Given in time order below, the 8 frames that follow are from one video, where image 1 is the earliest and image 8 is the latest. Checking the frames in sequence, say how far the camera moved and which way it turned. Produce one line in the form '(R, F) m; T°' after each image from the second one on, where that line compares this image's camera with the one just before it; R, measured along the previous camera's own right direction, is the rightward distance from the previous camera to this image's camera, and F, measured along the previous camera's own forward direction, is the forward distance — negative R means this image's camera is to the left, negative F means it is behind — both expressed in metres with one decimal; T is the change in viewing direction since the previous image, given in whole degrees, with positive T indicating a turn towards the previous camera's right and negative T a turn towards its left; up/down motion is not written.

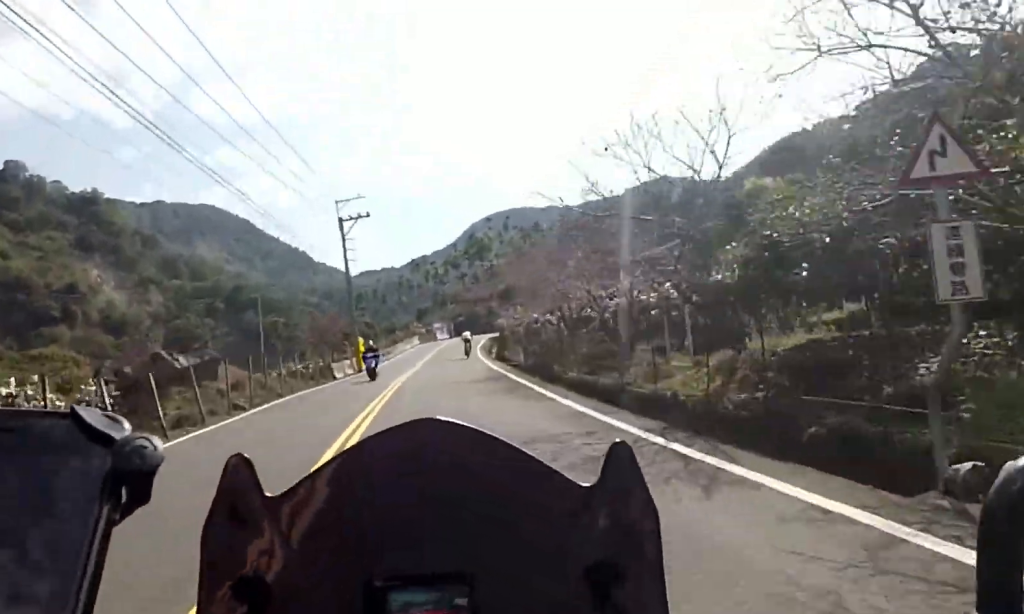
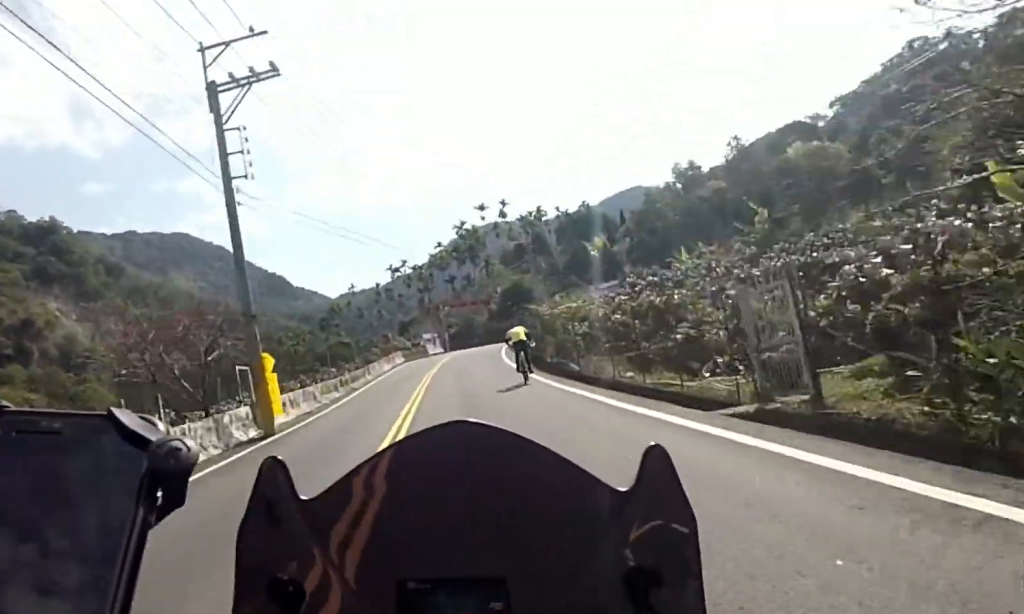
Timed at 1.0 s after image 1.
(-0.4, +17.0) m; +2°
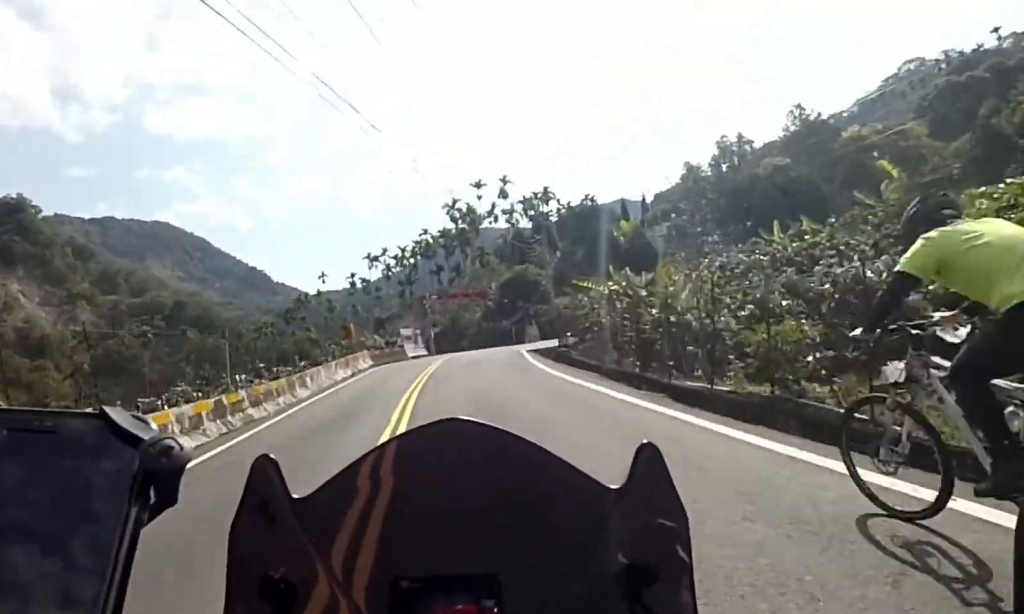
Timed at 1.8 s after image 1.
(+0.7, +12.3) m; +5°
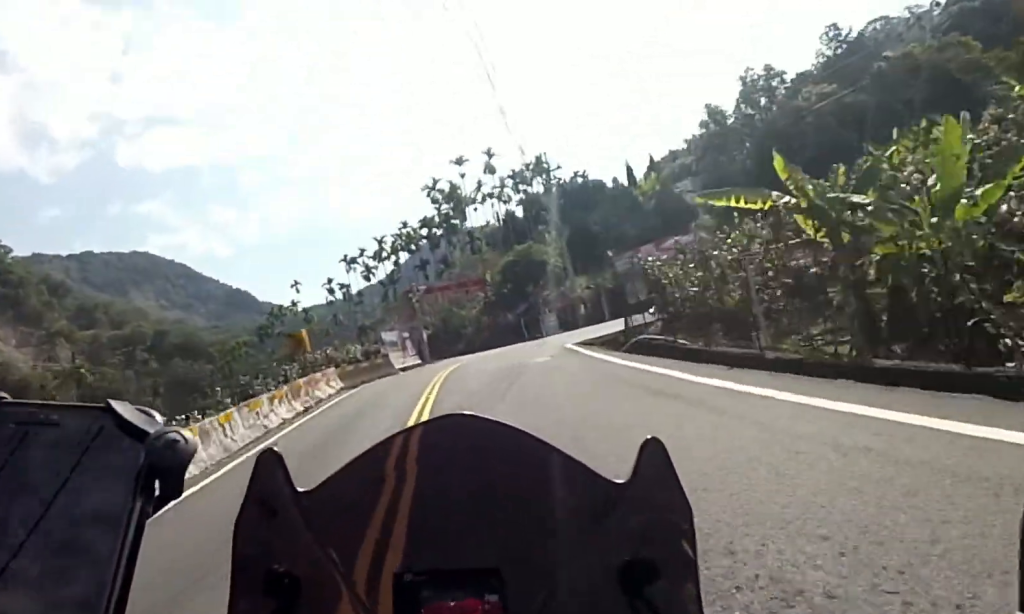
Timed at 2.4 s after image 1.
(+0.1, +8.4) m; +6°
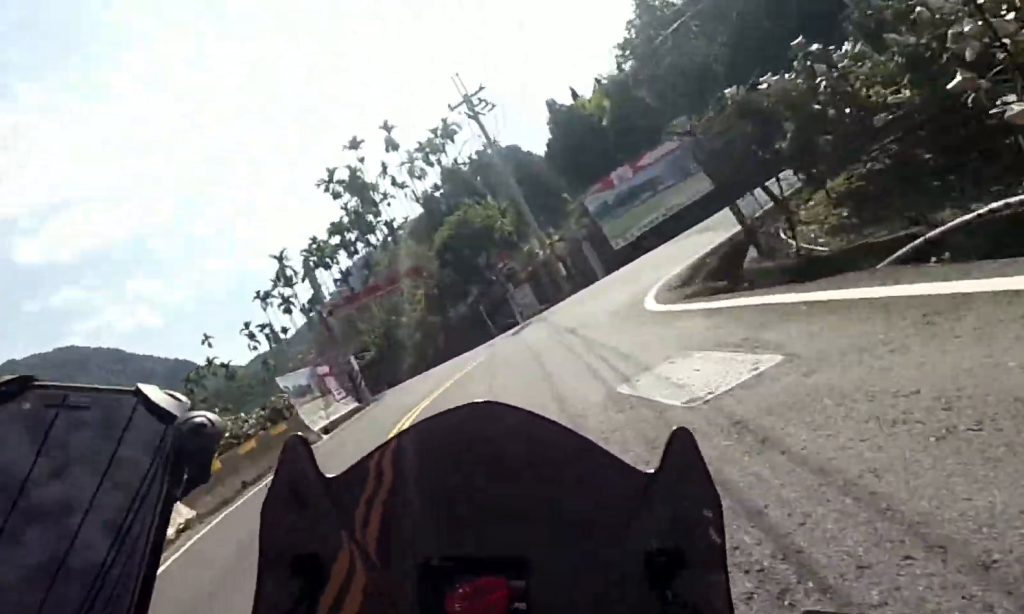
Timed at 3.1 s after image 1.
(+0.9, +9.8) m; +19°
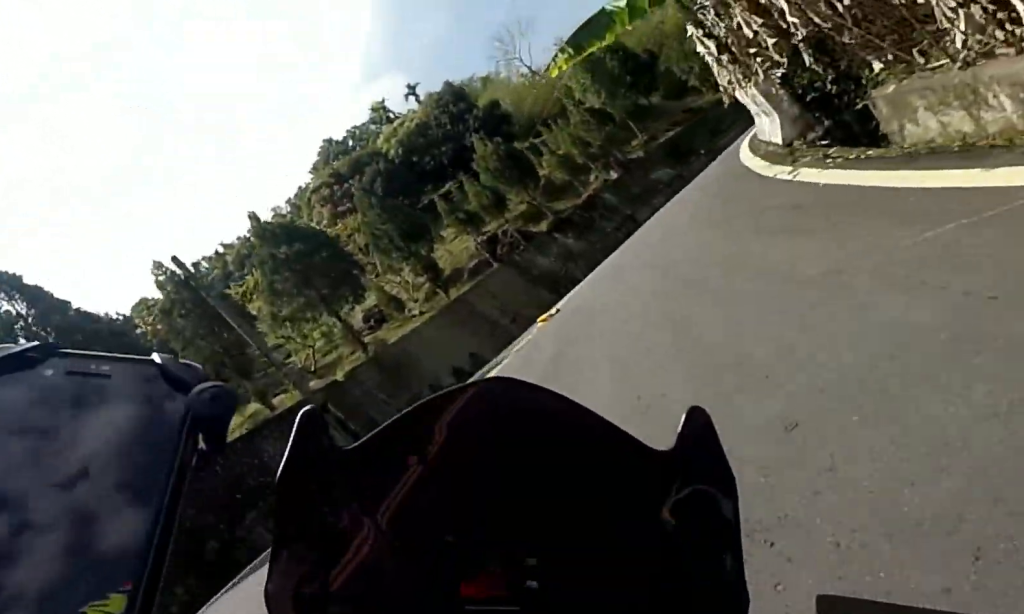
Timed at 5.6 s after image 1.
(+16.8, +8.1) m; +107°
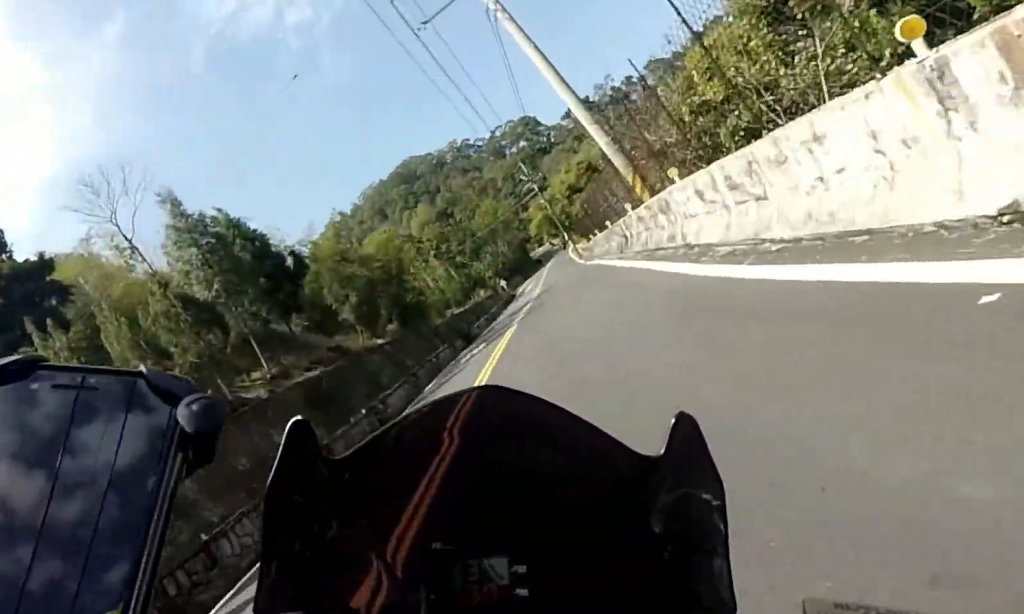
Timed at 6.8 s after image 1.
(+0.7, +17.3) m; +3°
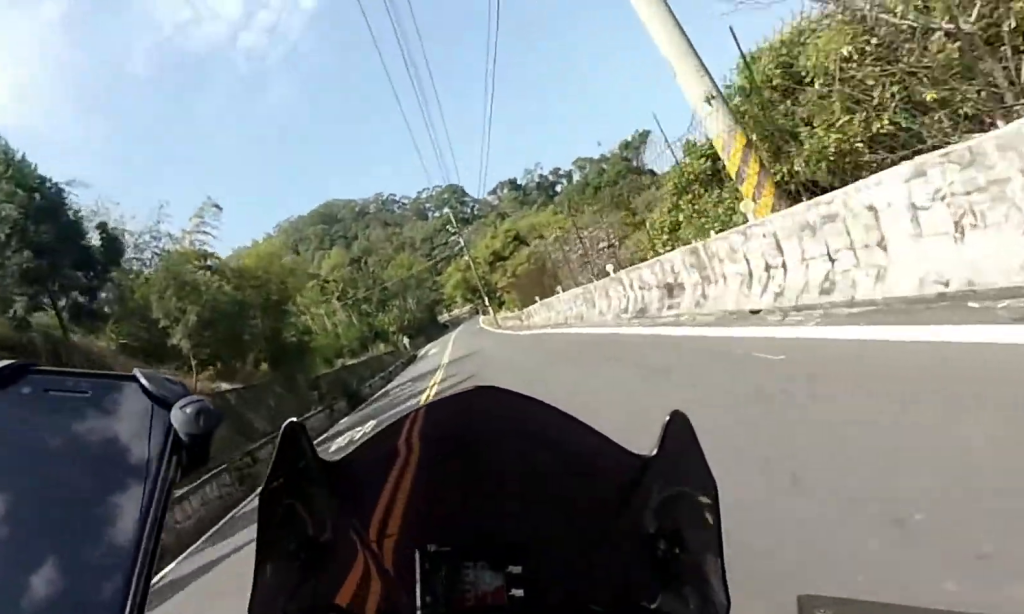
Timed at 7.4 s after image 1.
(-0.1, +7.8) m; +3°
